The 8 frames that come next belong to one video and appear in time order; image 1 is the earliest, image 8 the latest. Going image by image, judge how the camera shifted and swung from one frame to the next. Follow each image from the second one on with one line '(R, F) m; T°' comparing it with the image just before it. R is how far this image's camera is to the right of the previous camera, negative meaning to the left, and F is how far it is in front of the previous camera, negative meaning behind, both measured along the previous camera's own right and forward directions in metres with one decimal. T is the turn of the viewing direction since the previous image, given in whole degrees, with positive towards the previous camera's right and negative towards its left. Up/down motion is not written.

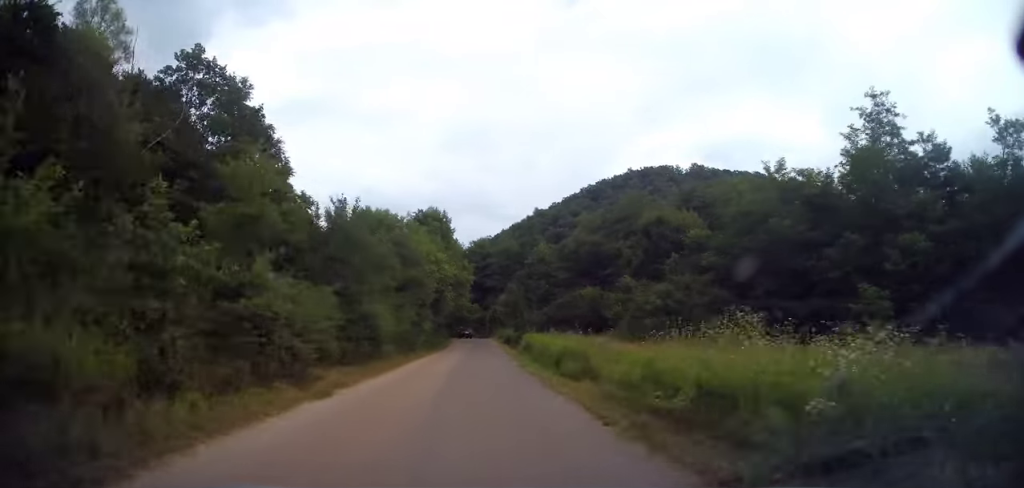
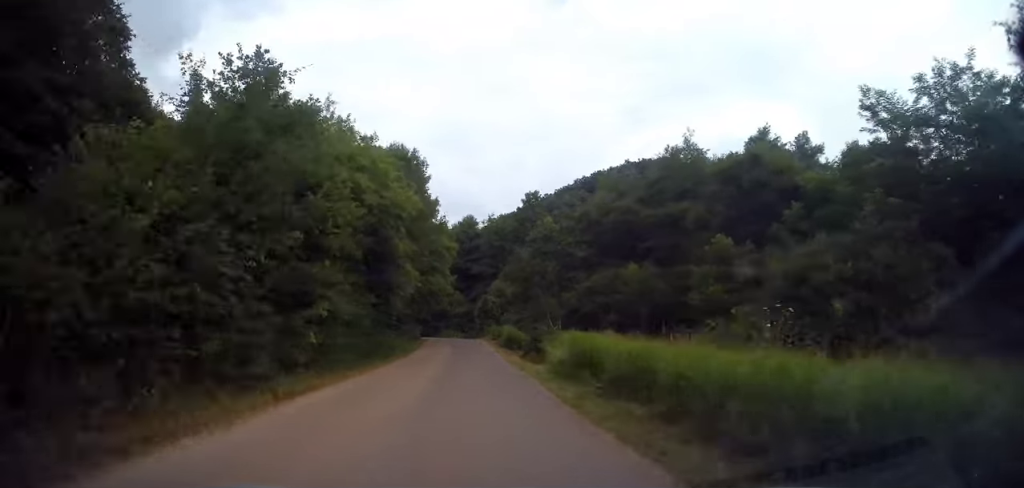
(+0.1, +19.4) m; +1°
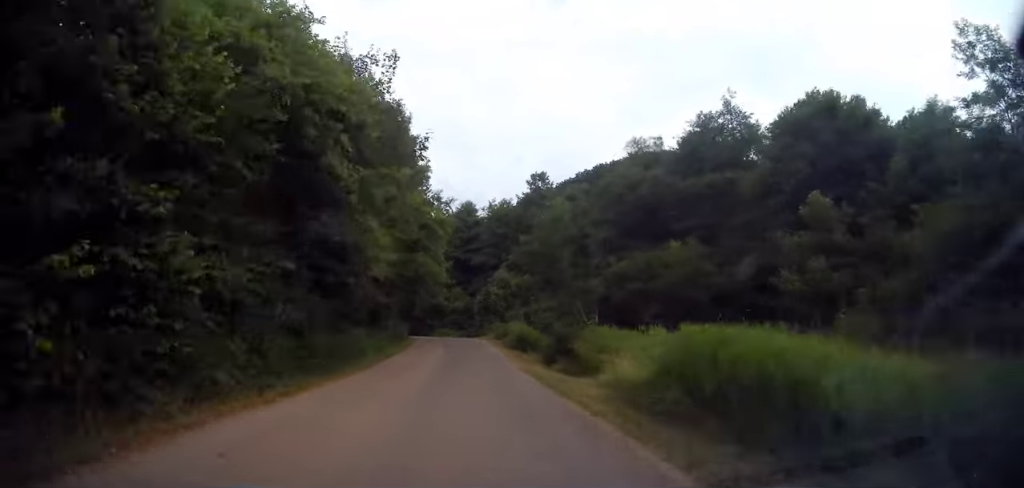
(0.0, +7.7) m; +1°
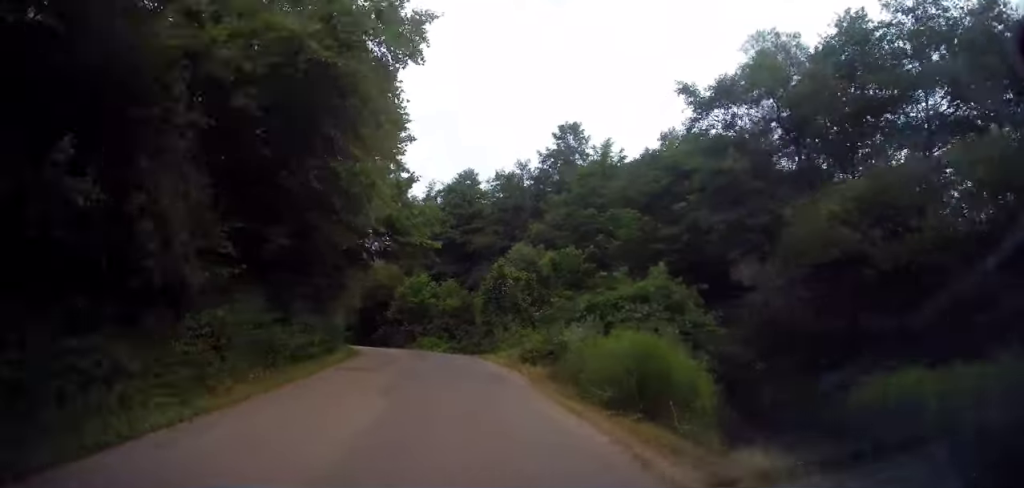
(+0.3, +19.2) m; 0°
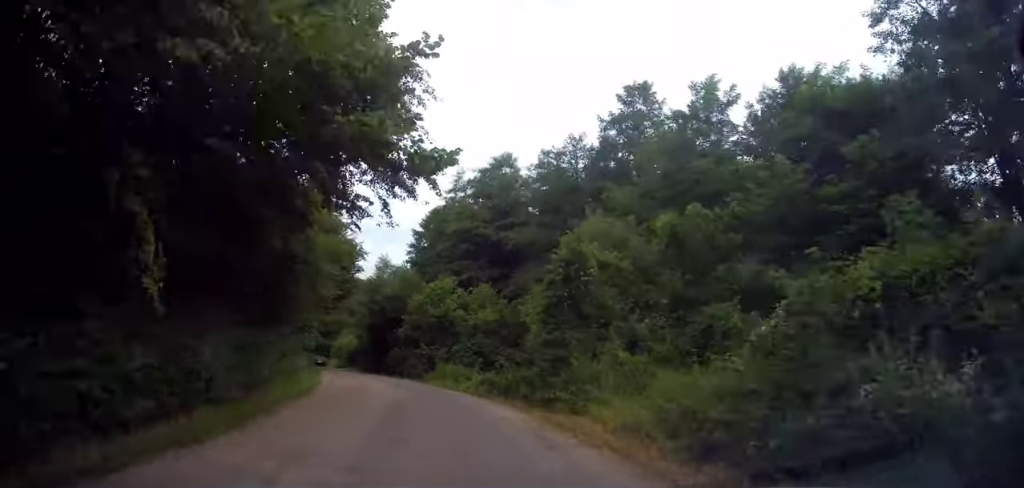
(-0.4, +12.4) m; -4°
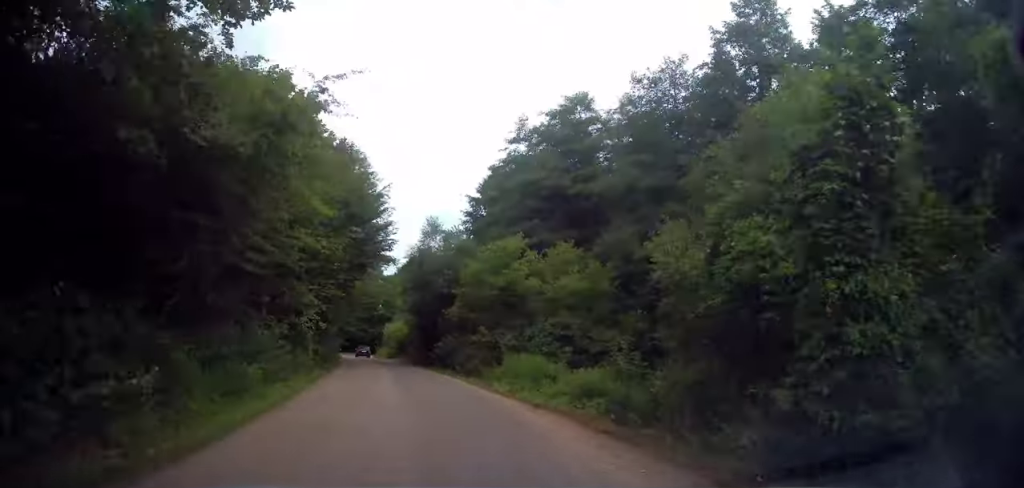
(-0.2, +9.5) m; -4°
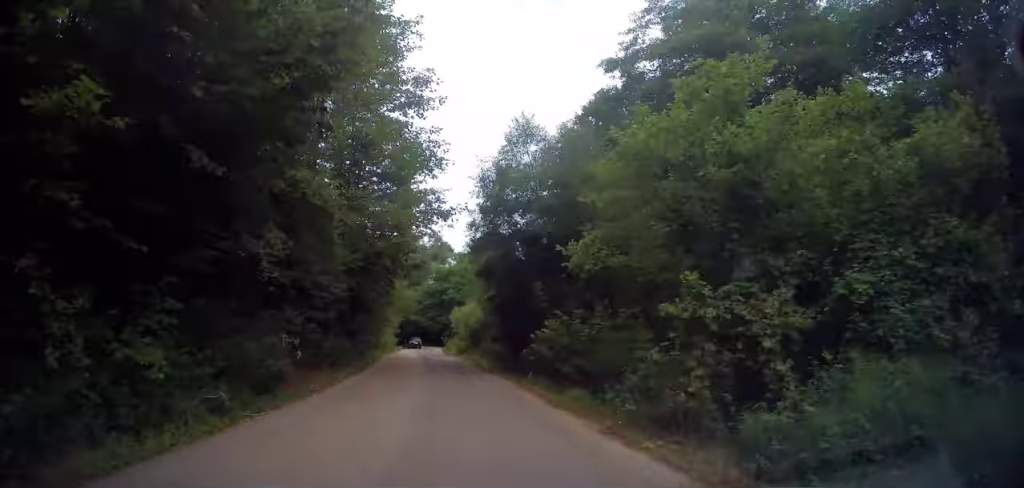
(-1.0, +14.9) m; -7°
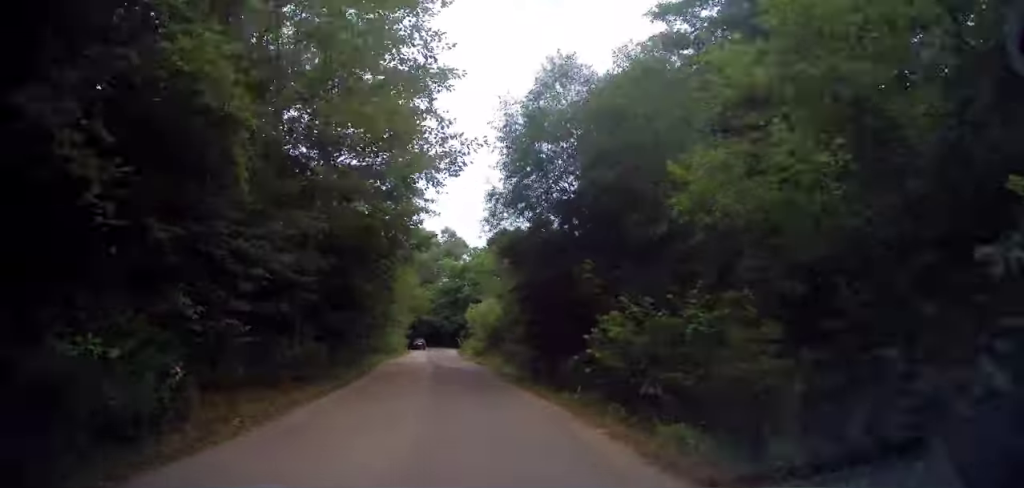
(-0.2, +4.7) m; -2°
